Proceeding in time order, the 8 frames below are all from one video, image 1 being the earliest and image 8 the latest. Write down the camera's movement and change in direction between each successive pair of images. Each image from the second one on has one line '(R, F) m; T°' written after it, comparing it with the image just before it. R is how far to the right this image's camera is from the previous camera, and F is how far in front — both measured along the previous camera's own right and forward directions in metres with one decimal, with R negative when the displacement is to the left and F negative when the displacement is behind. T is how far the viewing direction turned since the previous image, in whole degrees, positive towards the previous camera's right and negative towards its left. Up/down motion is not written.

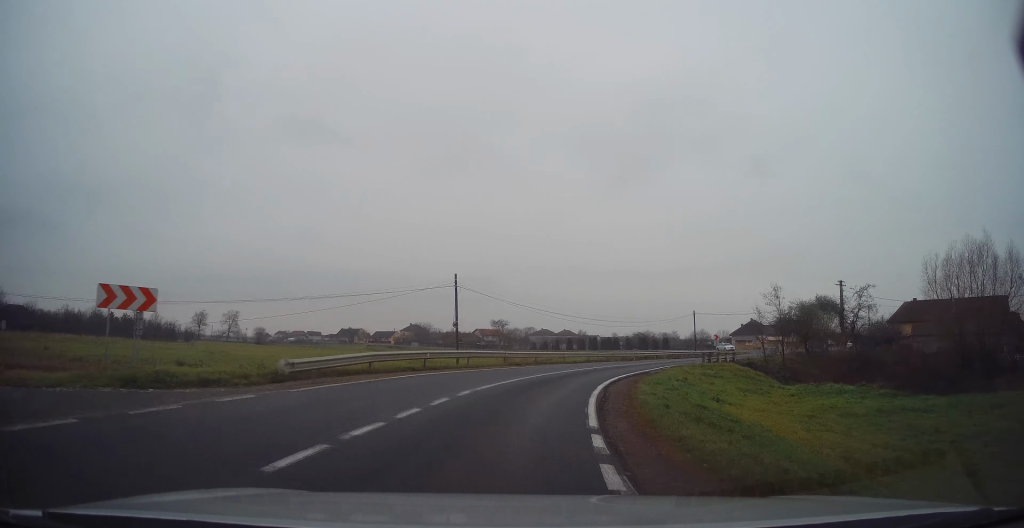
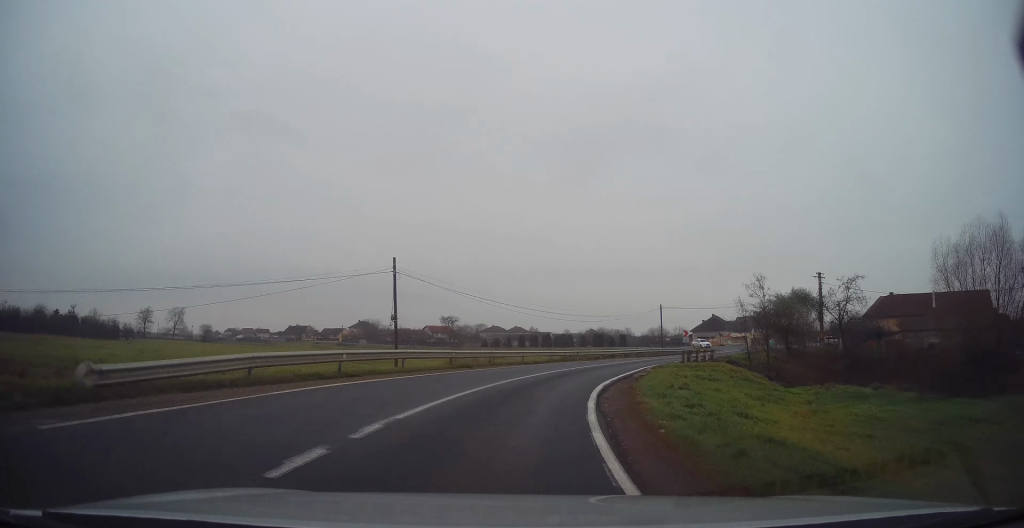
(0.0, +6.0) m; +5°
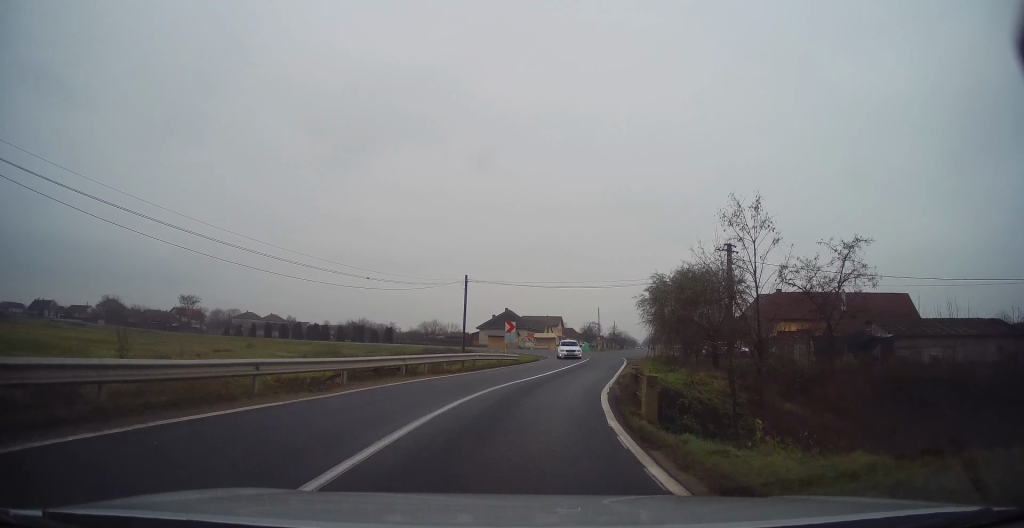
(+6.0, +26.0) m; +23°
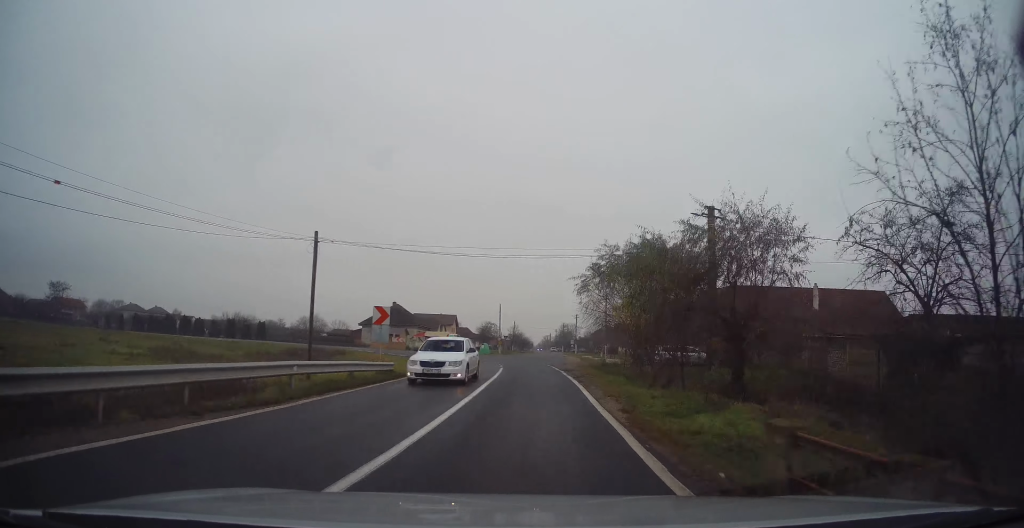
(+0.8, +12.8) m; +10°
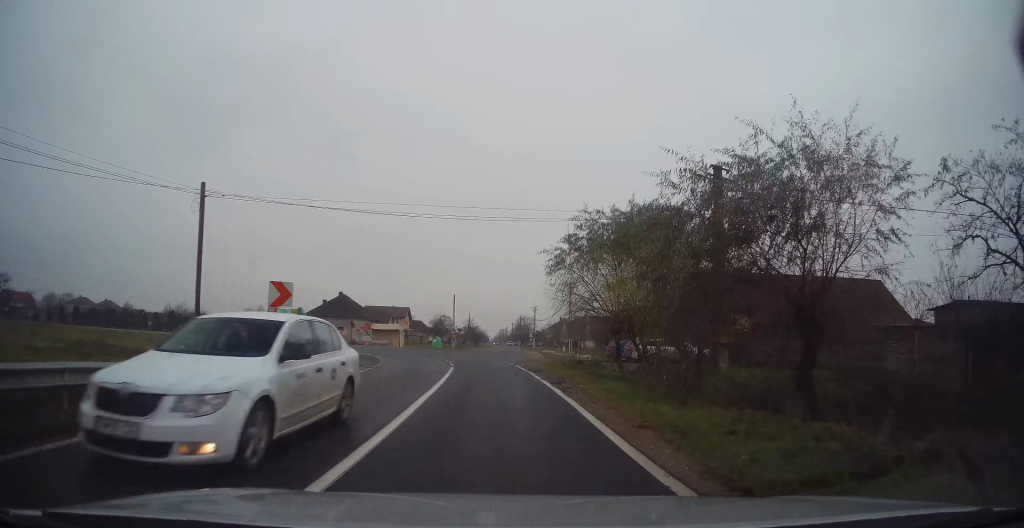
(+0.5, +5.6) m; +3°
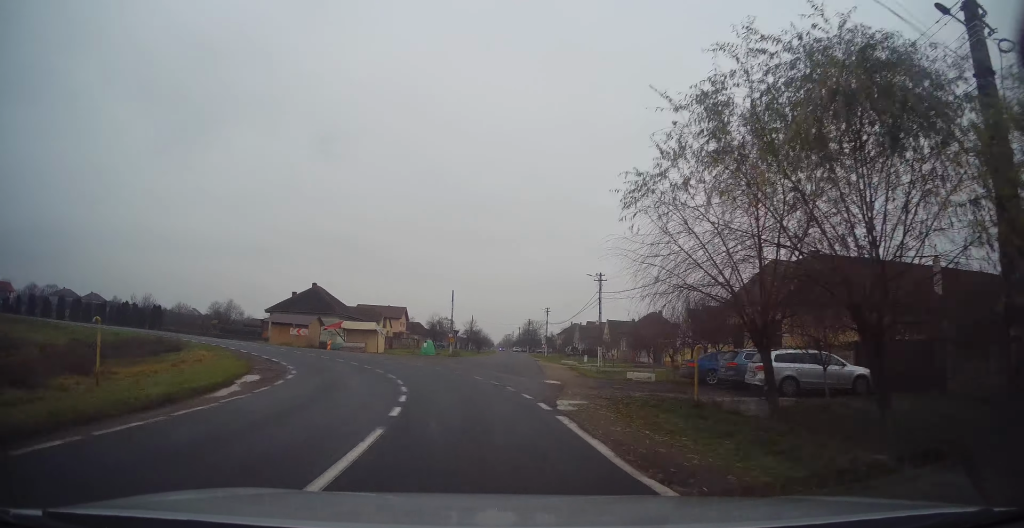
(+0.7, +13.6) m; 0°
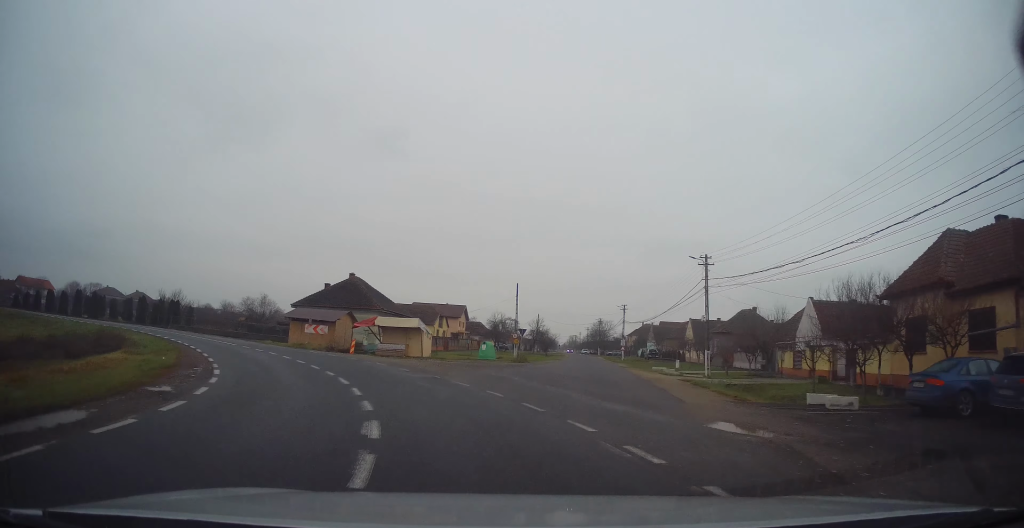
(-0.5, +10.3) m; -7°
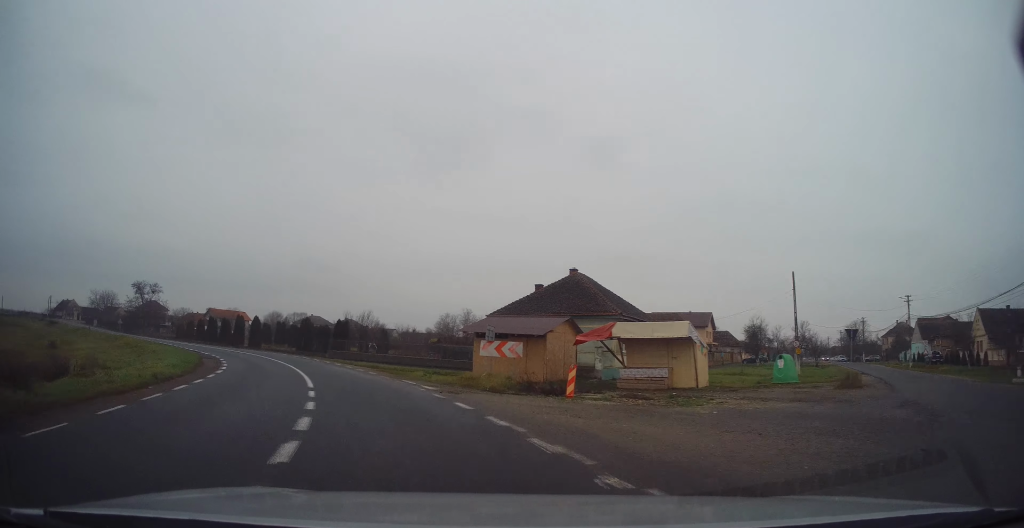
(-2.5, +16.3) m; -25°
